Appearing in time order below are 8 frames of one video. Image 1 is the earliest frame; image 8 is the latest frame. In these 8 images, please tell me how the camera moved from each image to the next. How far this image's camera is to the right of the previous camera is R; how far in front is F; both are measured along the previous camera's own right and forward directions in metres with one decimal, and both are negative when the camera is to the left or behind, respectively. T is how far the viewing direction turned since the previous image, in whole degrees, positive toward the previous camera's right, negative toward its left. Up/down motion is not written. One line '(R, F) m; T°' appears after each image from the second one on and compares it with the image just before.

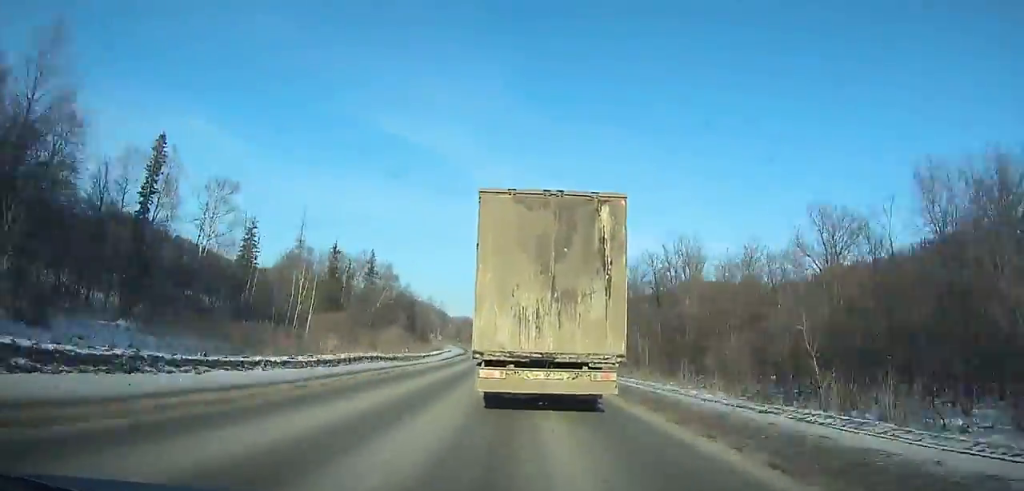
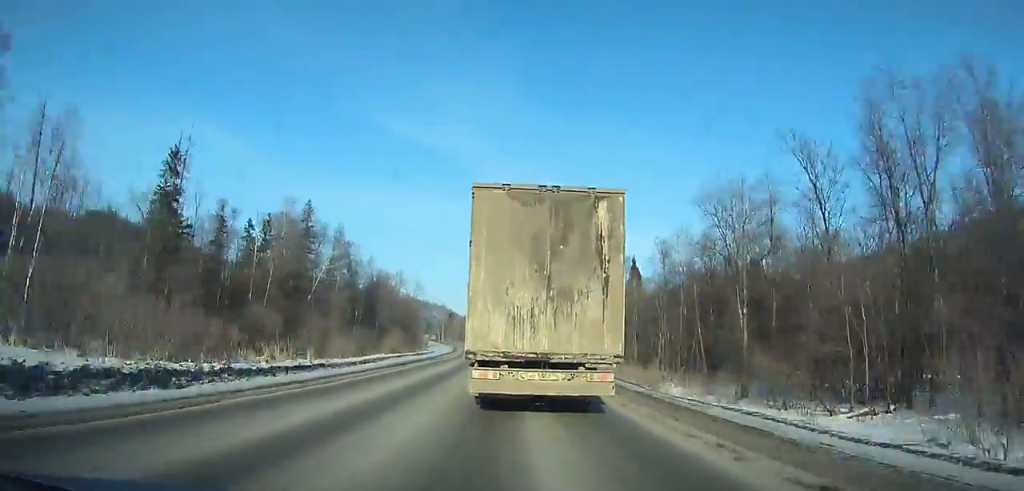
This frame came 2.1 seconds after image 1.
(-0.6, +50.4) m; -2°
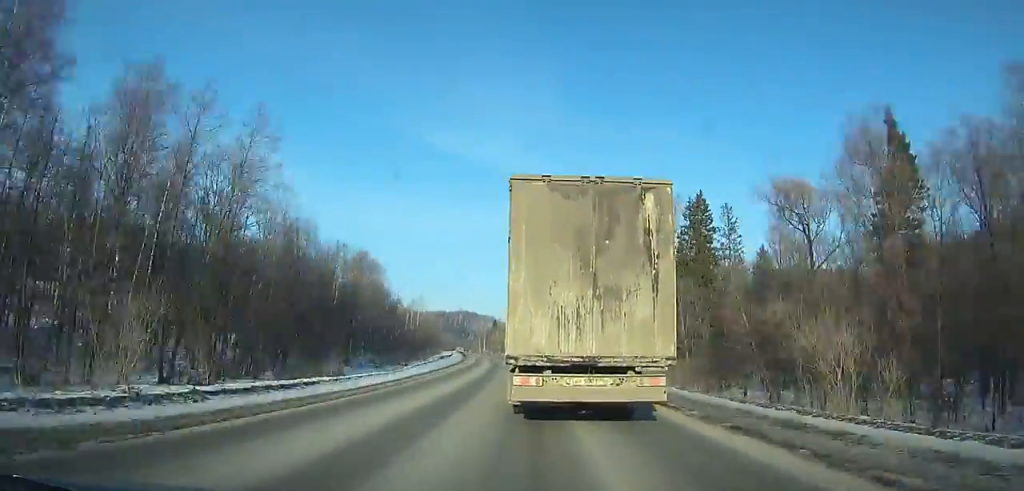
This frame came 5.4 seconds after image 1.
(-2.9, +81.0) m; -4°
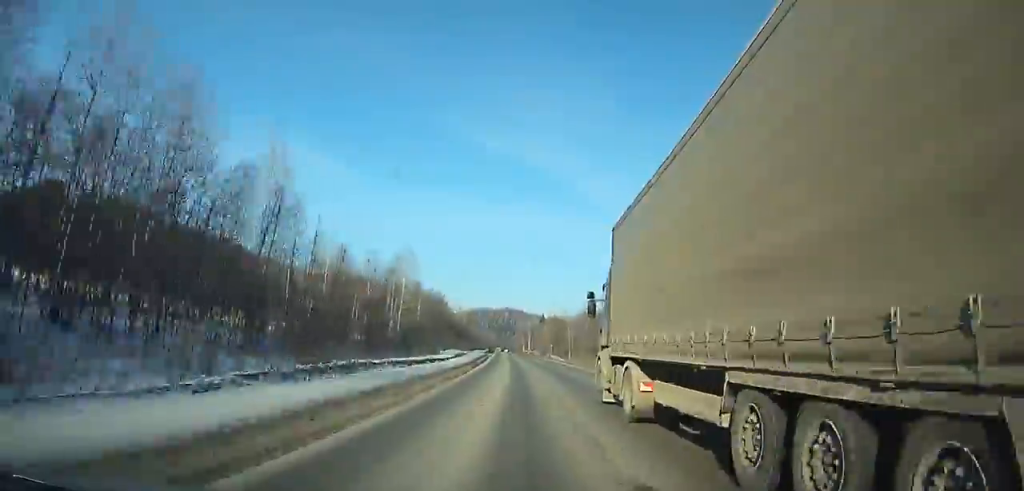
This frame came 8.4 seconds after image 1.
(-2.4, +77.8) m; -3°
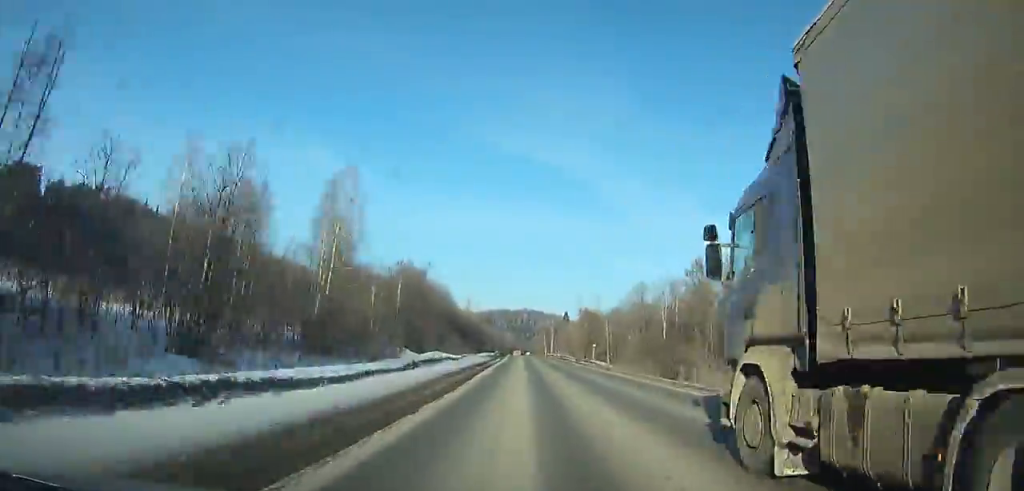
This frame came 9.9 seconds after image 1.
(-0.4, +40.3) m; -1°
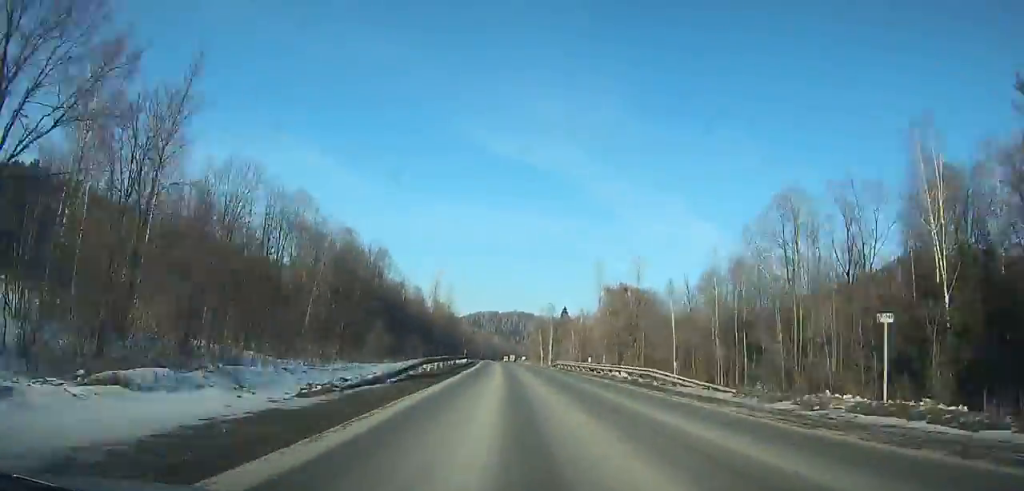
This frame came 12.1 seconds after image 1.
(-0.3, +60.3) m; -1°
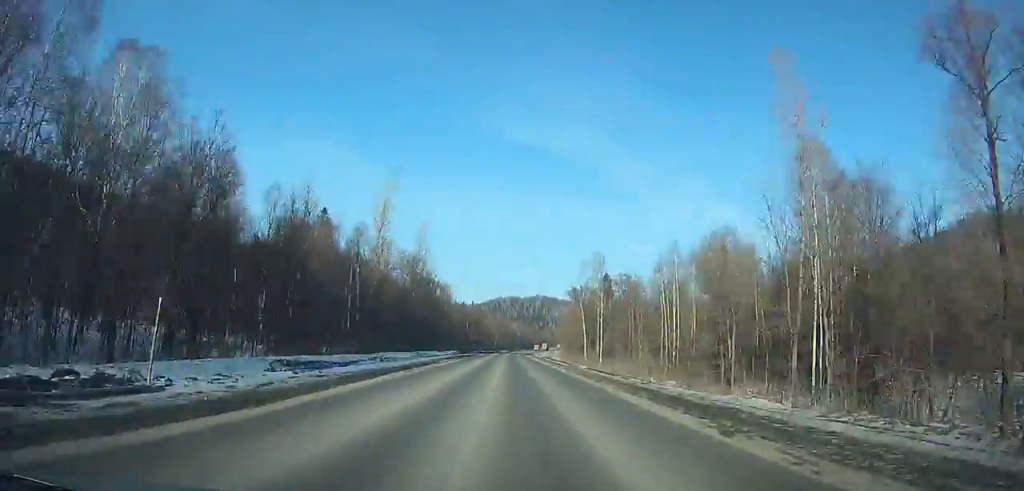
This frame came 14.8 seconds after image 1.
(-1.0, +74.4) m; -1°
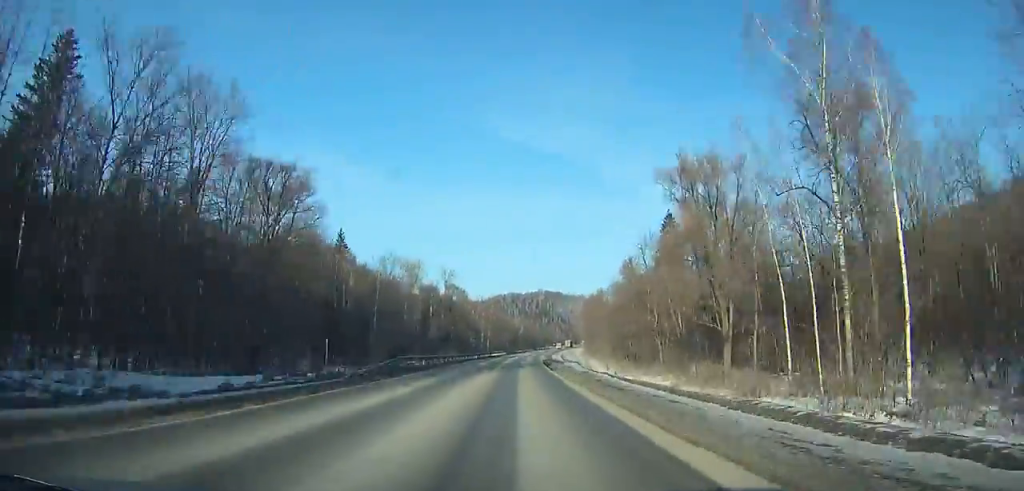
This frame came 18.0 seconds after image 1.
(-0.7, +86.5) m; 0°
